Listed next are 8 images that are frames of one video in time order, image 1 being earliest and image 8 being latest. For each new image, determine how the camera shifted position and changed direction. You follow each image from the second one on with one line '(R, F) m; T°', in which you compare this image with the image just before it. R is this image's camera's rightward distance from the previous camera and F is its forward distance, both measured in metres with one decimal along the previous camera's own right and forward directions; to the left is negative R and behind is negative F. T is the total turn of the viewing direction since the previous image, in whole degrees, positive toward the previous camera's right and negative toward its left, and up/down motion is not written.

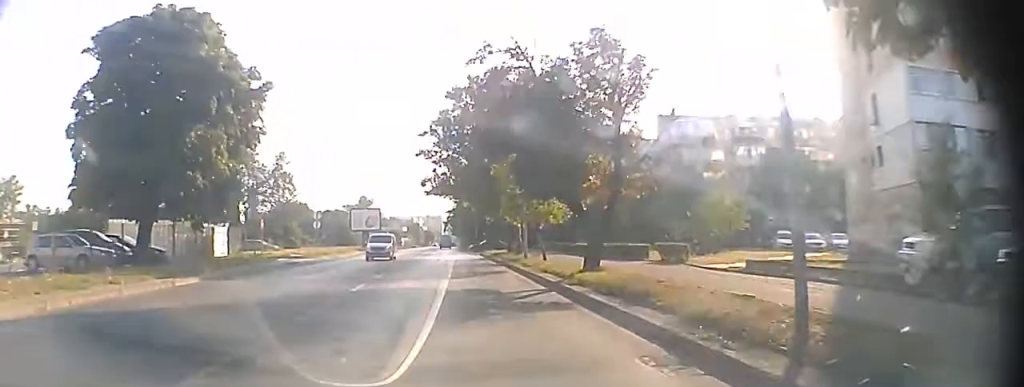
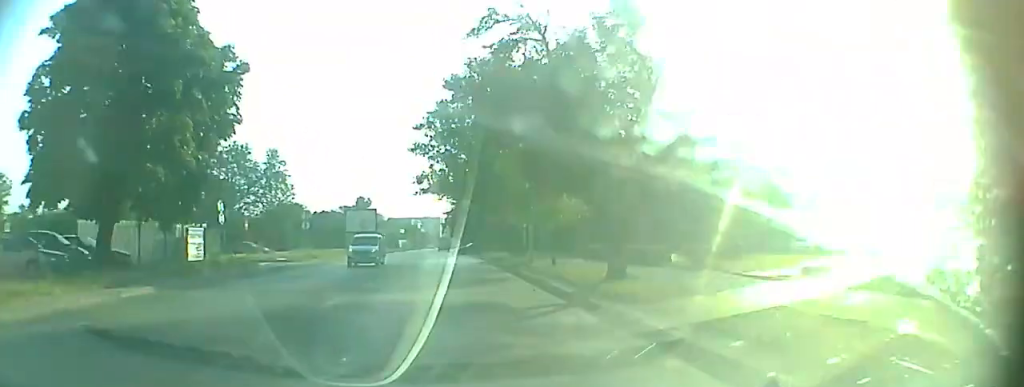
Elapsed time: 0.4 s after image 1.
(0.0, +4.2) m; 0°
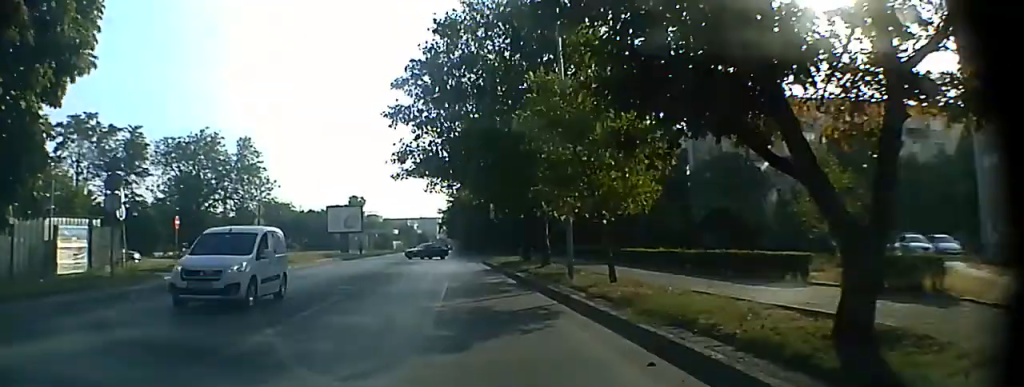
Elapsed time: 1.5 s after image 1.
(0.0, +12.0) m; 0°
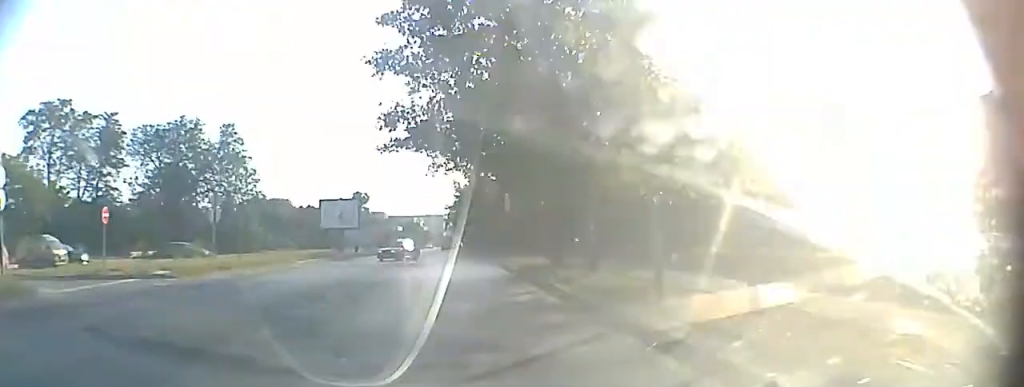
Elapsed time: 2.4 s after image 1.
(0.0, +10.5) m; 0°
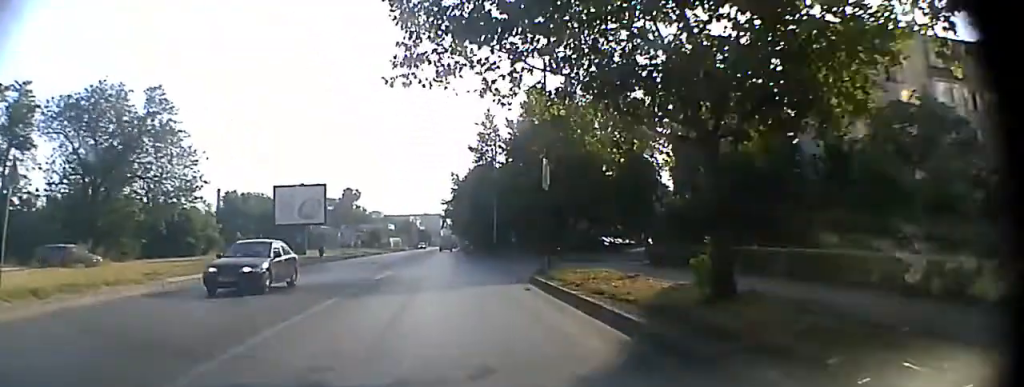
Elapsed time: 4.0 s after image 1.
(0.0, +20.4) m; 0°
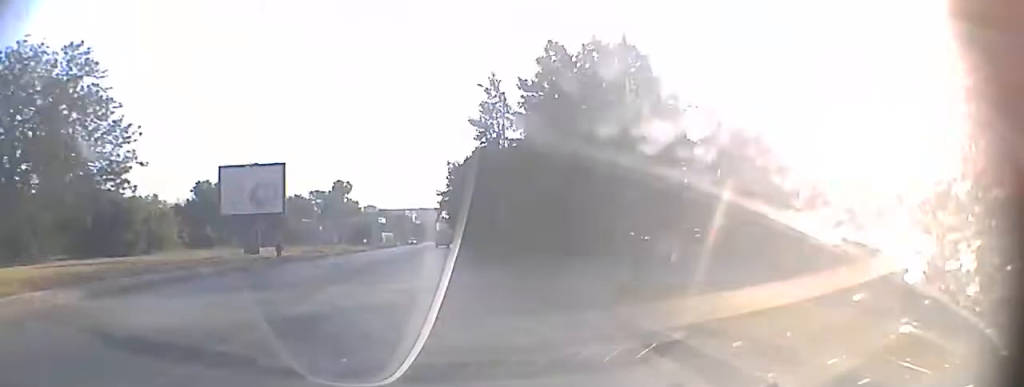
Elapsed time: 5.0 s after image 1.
(0.0, +13.6) m; 0°
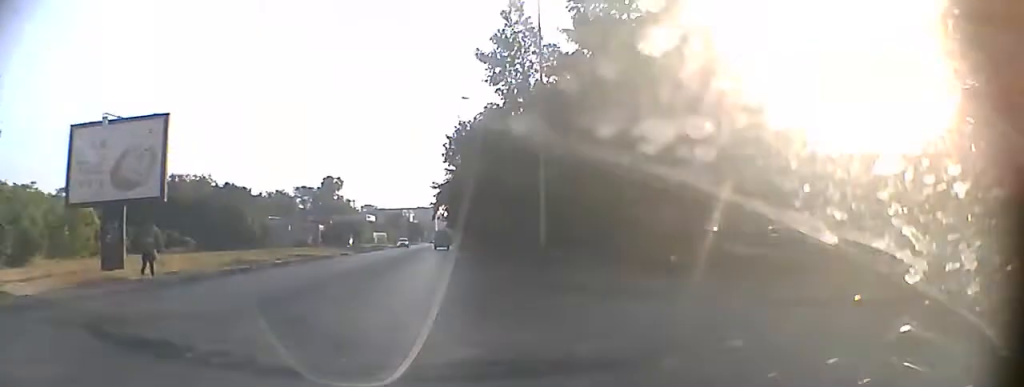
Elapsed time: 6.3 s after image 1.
(-0.1, +19.8) m; 0°
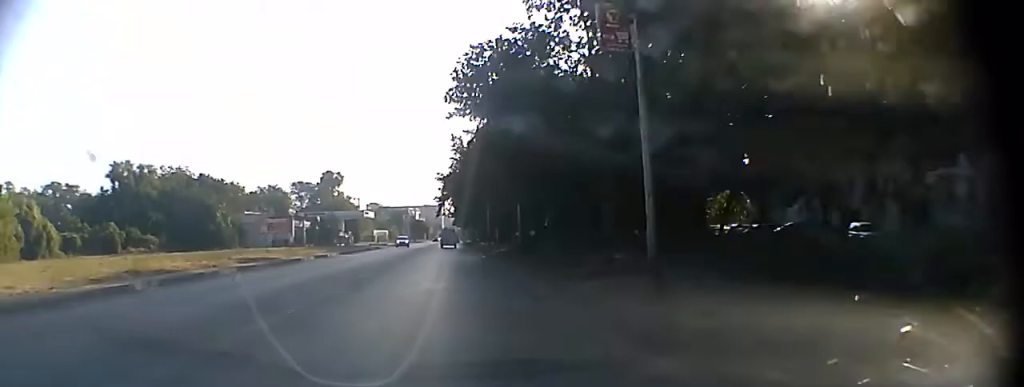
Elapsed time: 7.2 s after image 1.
(0.0, +13.0) m; 0°
